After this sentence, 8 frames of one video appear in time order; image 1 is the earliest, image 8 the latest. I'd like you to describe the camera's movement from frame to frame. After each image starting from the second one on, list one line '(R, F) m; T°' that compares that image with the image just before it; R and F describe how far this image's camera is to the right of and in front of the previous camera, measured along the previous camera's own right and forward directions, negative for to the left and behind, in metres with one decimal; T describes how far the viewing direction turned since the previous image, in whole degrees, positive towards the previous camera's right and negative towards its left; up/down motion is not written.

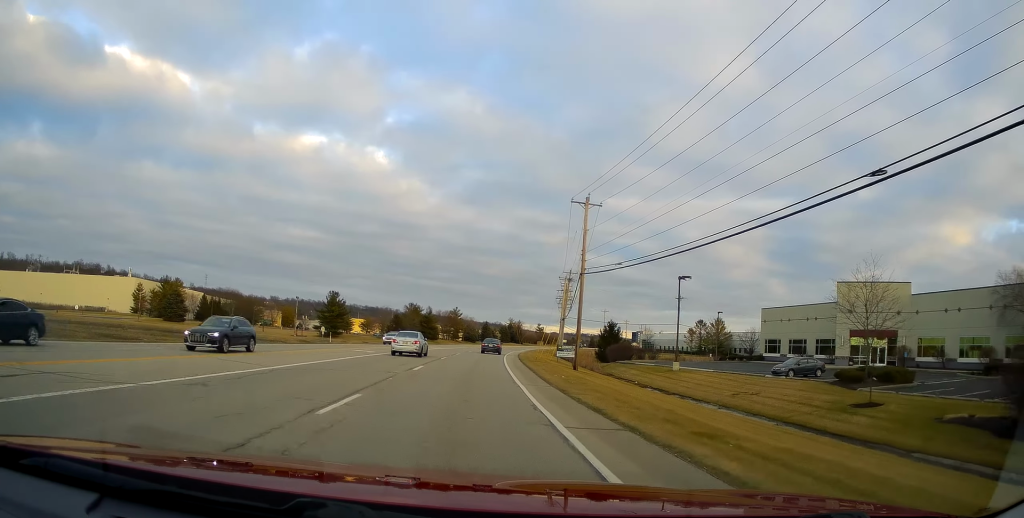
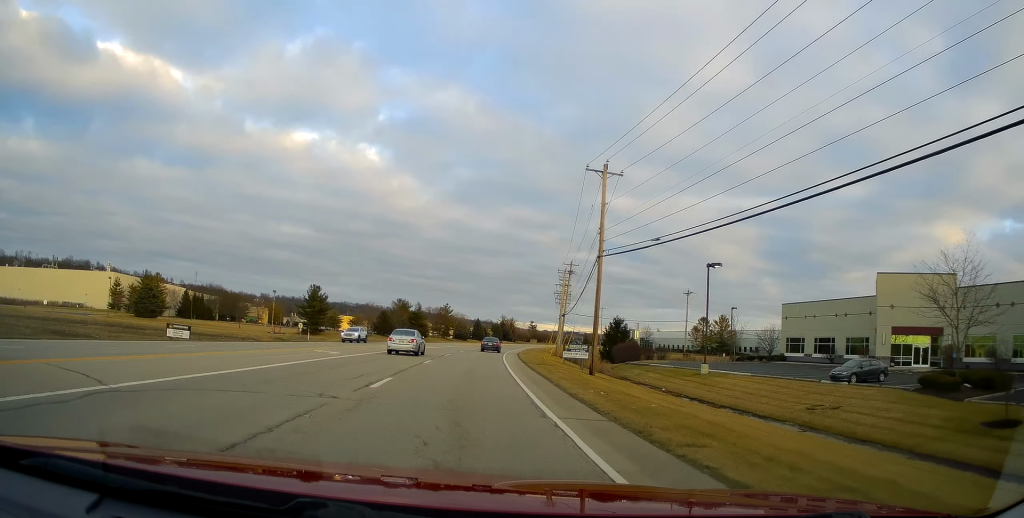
(-0.1, +8.4) m; +1°
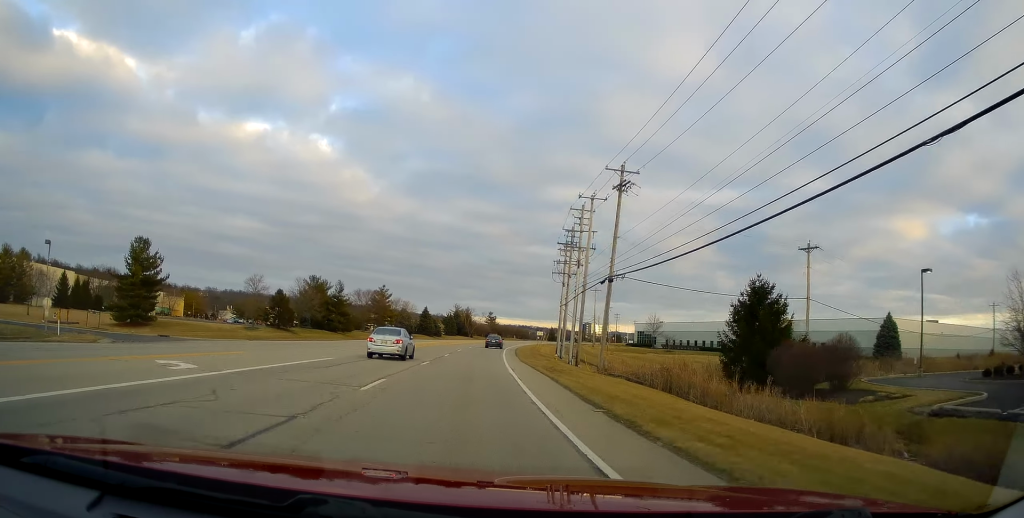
(+1.9, +49.3) m; +3°
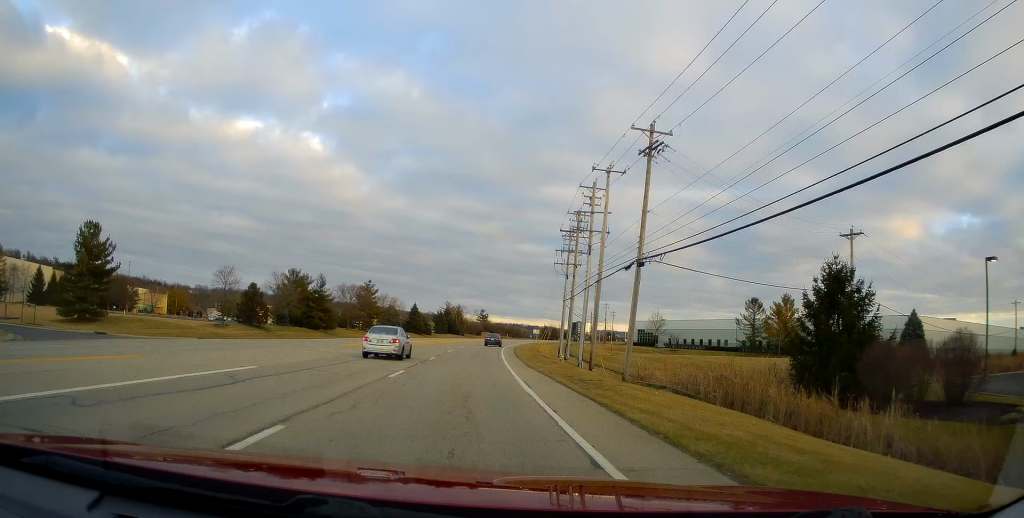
(+0.1, +8.5) m; +1°
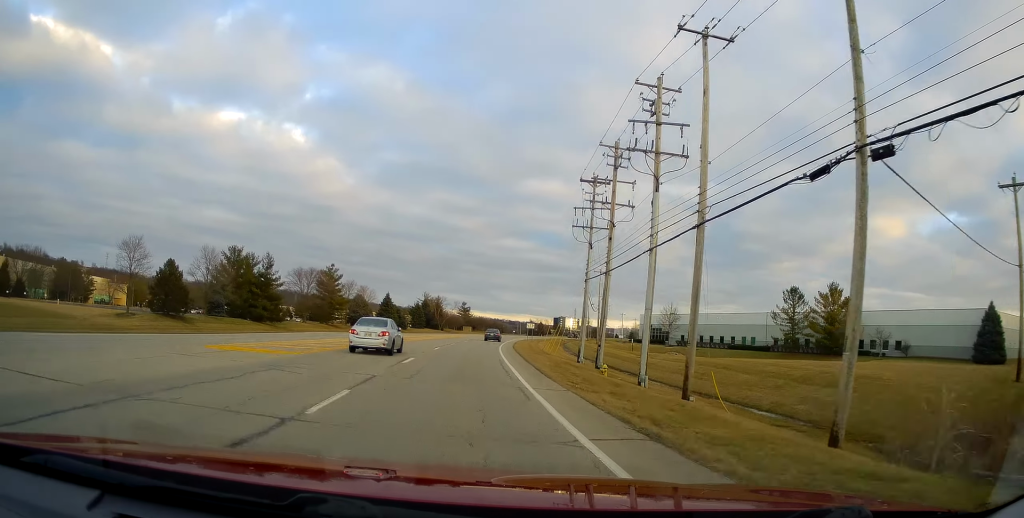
(+0.5, +20.5) m; +3°
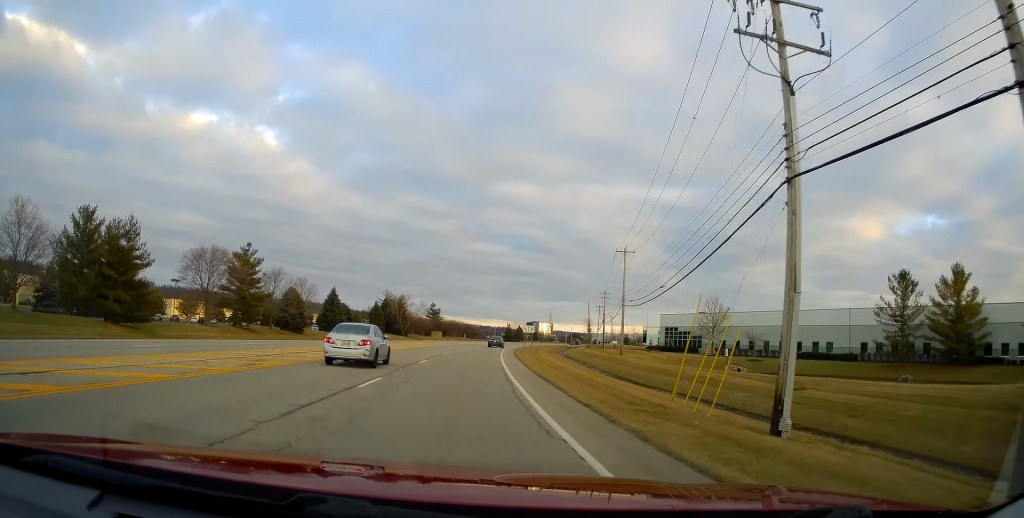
(+1.4, +32.1) m; +3°
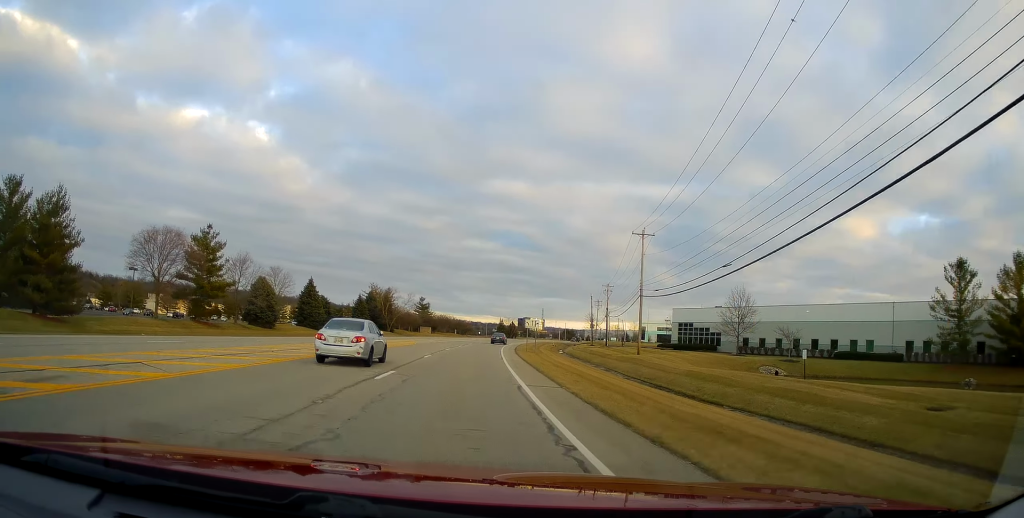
(0.0, +10.8) m; +1°
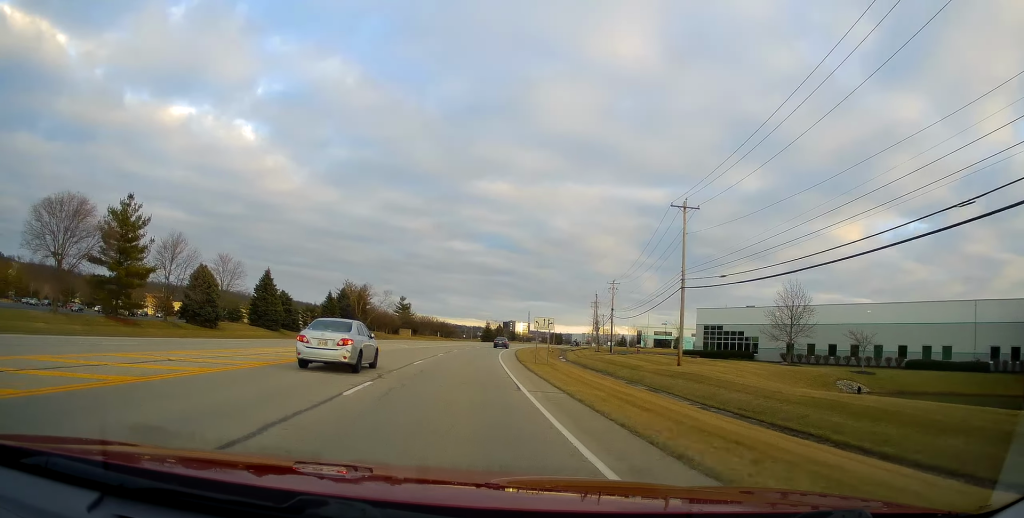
(-0.1, +15.9) m; +1°
